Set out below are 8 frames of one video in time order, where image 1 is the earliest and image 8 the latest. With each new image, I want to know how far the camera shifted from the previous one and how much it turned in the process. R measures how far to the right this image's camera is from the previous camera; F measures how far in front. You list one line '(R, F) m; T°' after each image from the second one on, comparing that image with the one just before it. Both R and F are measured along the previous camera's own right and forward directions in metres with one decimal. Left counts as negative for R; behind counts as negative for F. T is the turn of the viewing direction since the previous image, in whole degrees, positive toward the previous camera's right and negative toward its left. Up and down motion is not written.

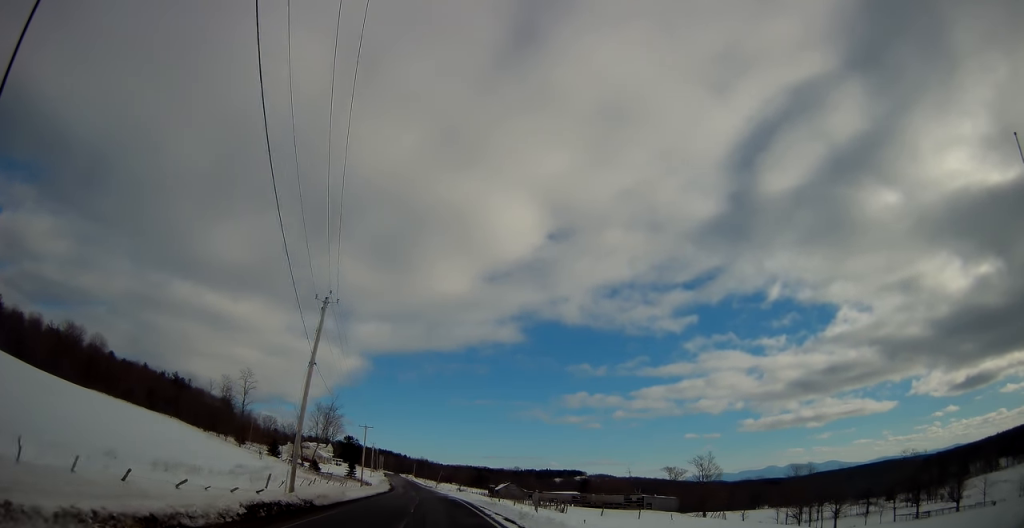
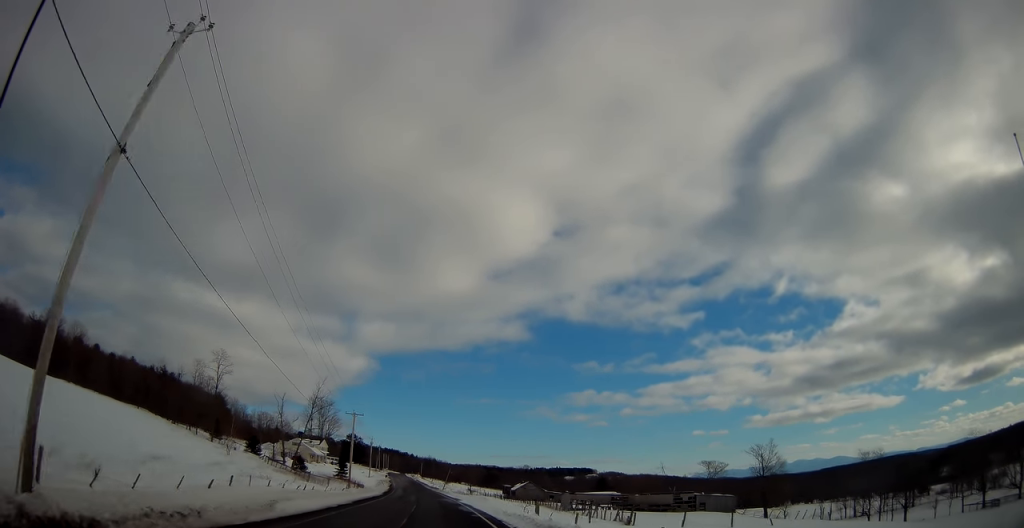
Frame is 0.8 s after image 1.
(-0.2, +19.1) m; -1°
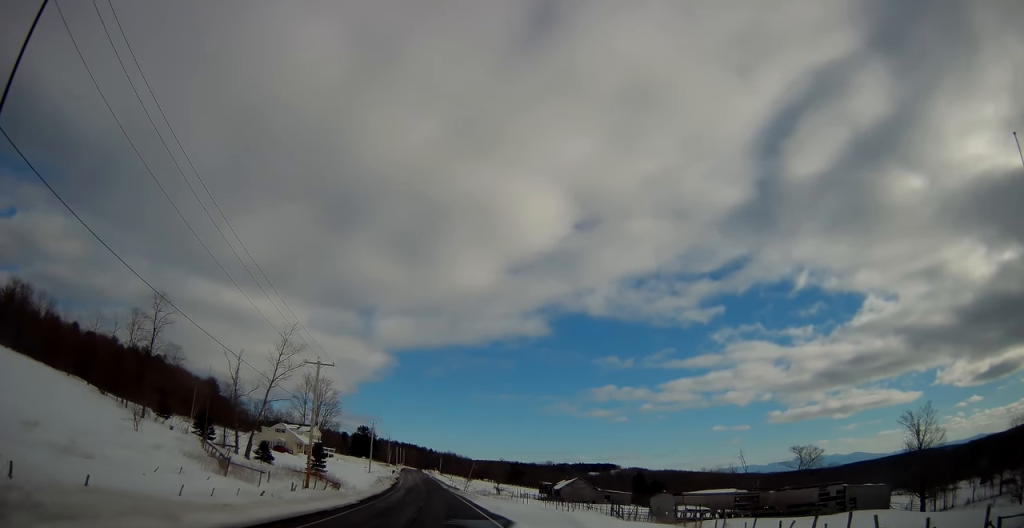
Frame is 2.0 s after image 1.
(-0.5, +31.5) m; -2°
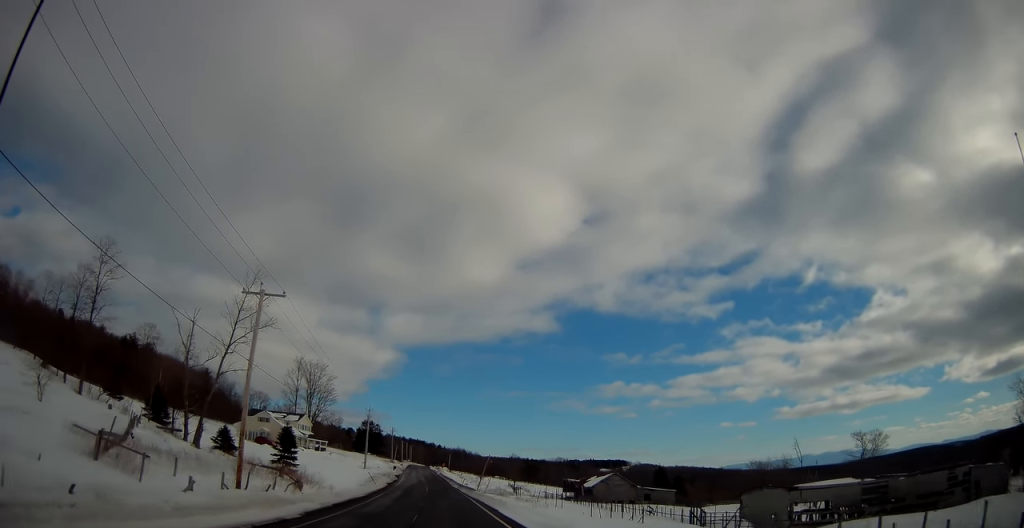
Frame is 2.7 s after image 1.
(-0.3, +16.6) m; 0°
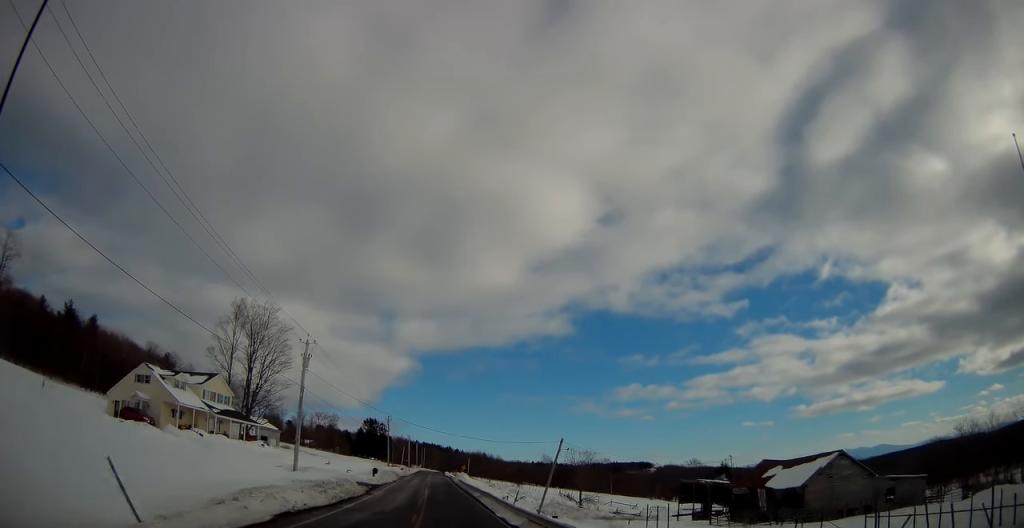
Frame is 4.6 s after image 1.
(-0.6, +49.0) m; -2°
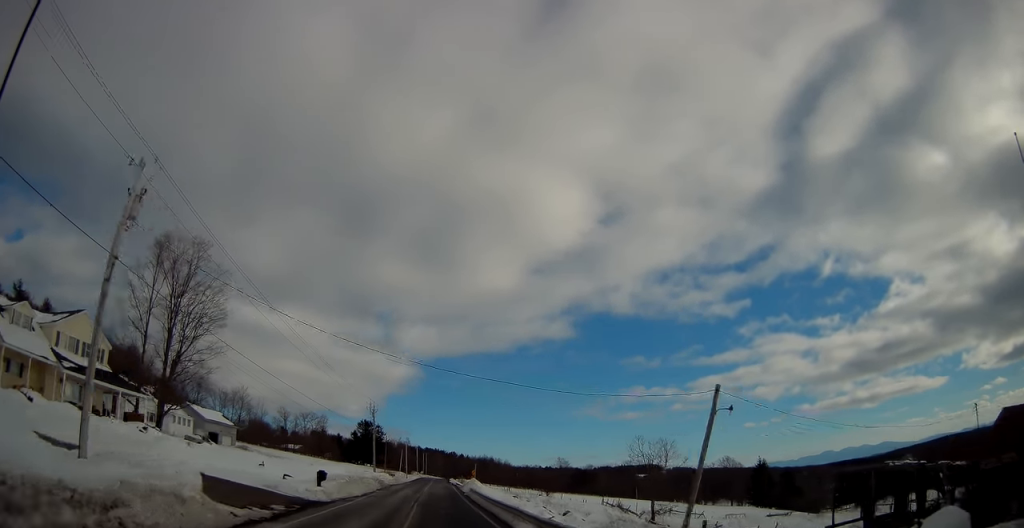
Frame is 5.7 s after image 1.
(-0.1, +26.5) m; 0°
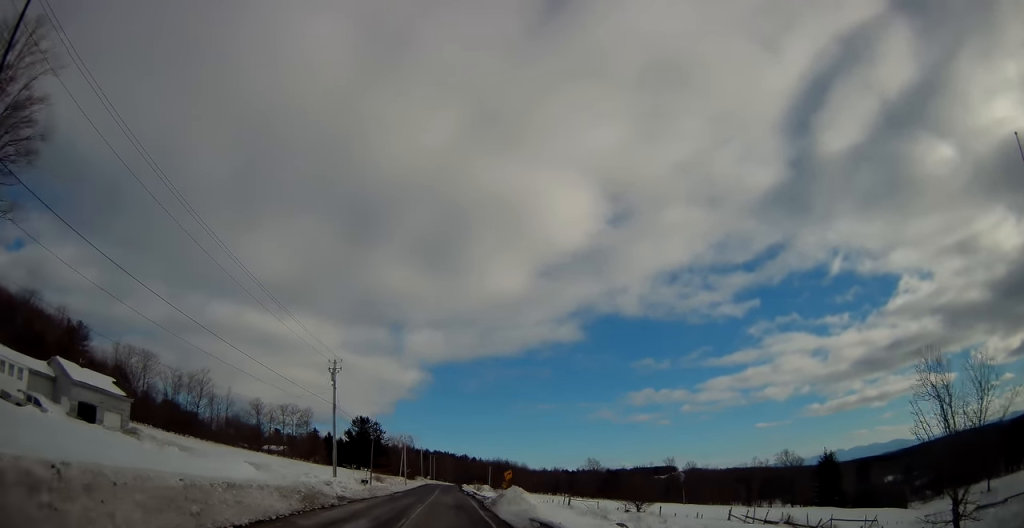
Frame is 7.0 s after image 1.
(-0.1, +34.9) m; -1°
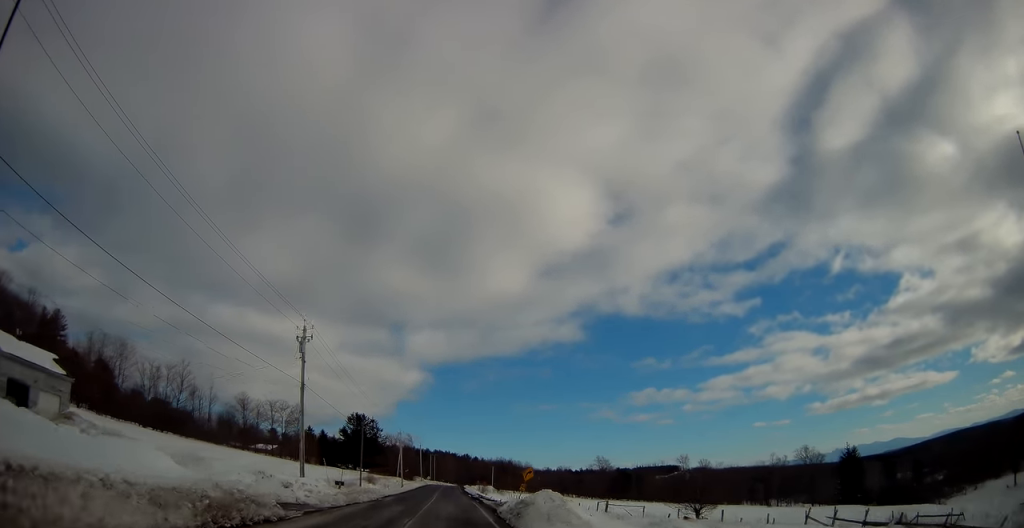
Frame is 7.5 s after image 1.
(-0.2, +10.9) m; 0°
